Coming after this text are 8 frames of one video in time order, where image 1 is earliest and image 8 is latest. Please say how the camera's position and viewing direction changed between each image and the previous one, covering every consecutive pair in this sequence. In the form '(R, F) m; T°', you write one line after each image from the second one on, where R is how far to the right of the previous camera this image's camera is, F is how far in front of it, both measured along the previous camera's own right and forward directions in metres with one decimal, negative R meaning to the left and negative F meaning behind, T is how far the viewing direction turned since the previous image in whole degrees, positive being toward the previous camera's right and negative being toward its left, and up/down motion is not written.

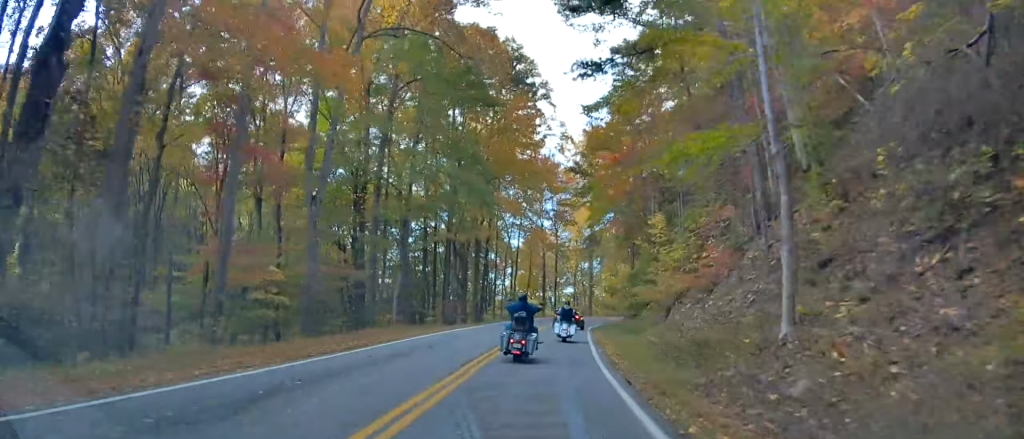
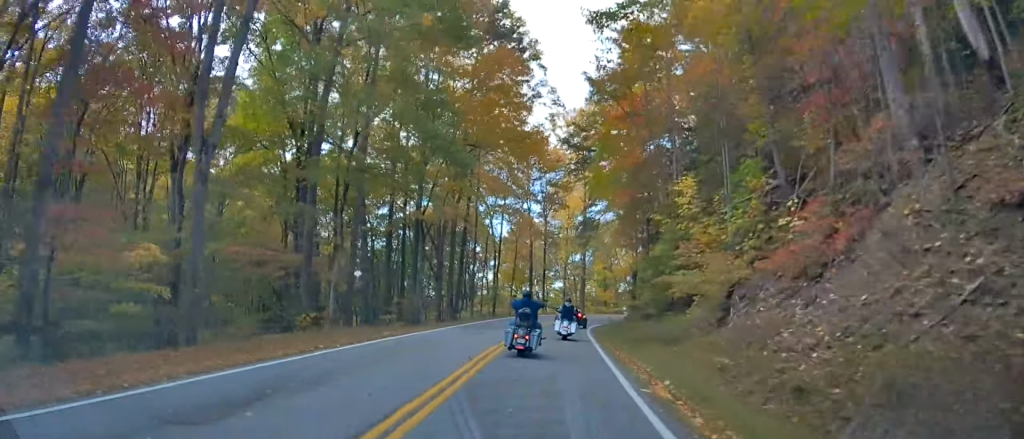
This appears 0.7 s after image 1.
(+0.4, +10.2) m; +4°
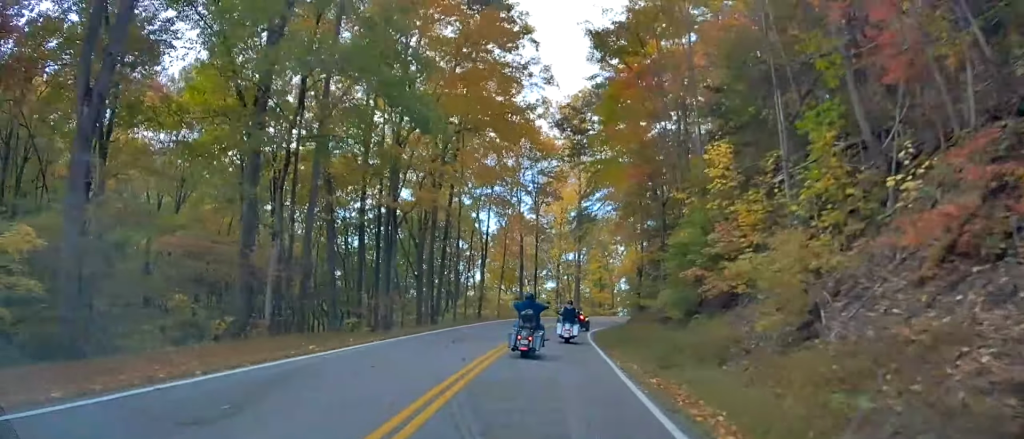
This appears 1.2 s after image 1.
(+0.2, +6.3) m; +1°
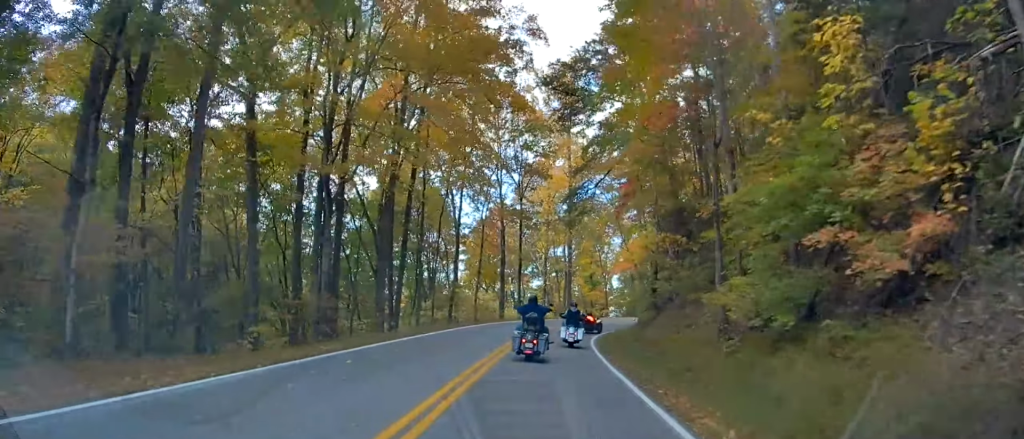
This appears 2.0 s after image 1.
(+0.1, +10.3) m; +1°
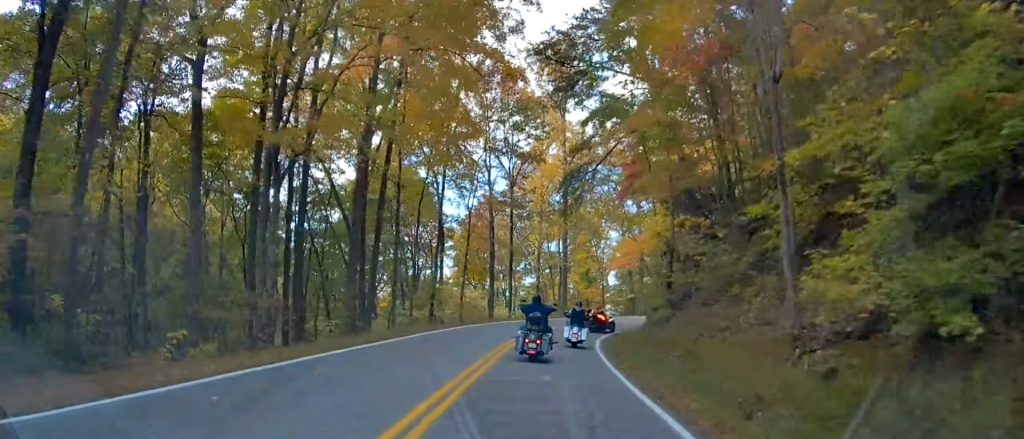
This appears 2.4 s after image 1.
(-0.1, +5.3) m; 0°
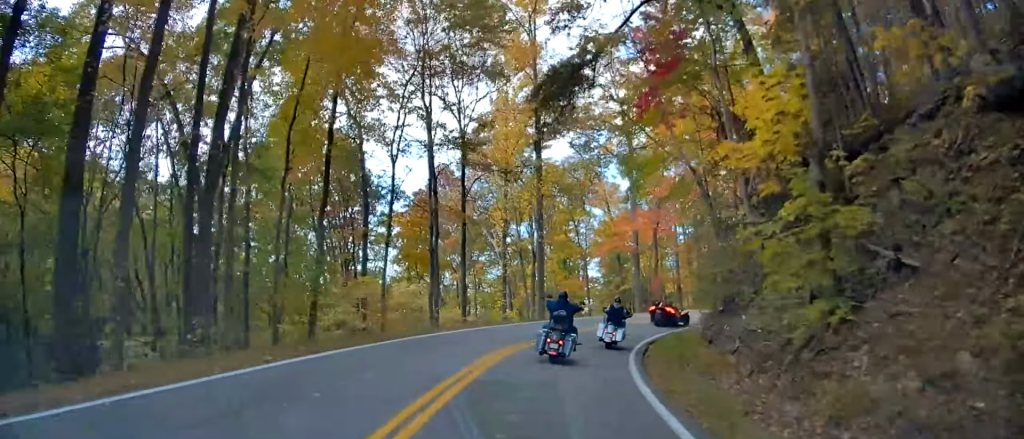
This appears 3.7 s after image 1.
(+0.1, +17.4) m; +1°
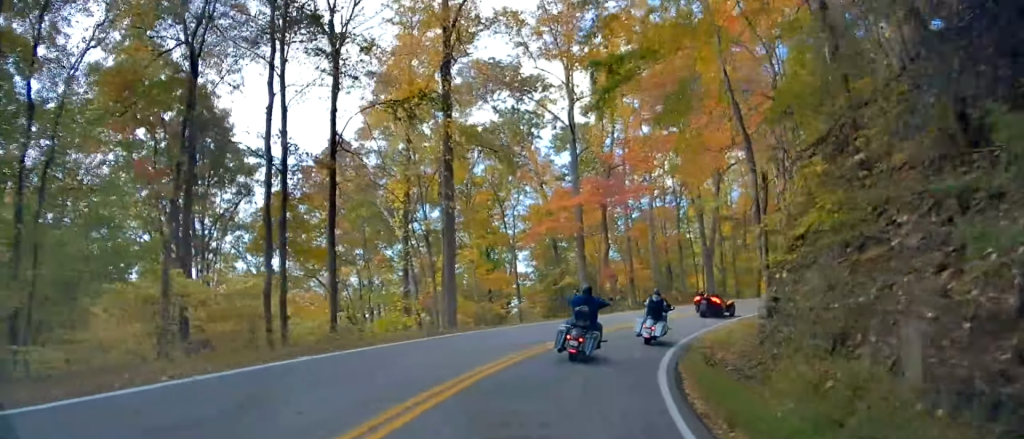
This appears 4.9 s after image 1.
(+0.4, +14.2) m; +7°
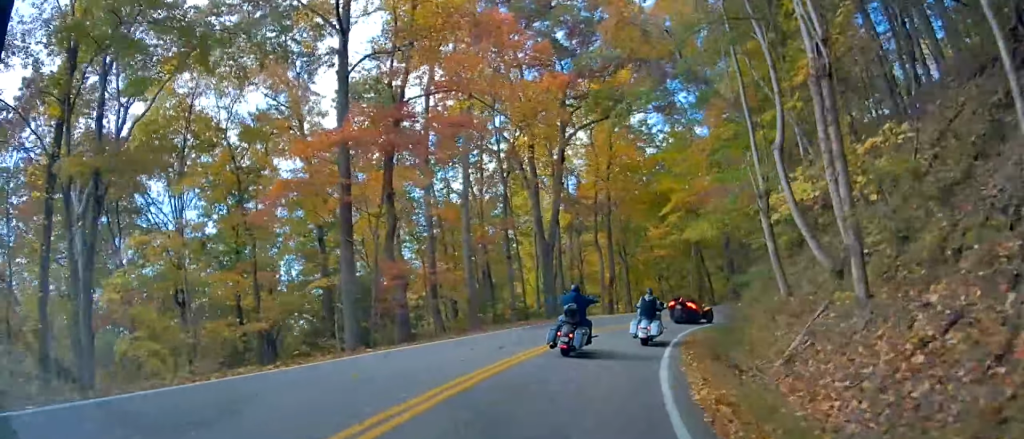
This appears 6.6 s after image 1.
(+2.3, +19.1) m; +16°
